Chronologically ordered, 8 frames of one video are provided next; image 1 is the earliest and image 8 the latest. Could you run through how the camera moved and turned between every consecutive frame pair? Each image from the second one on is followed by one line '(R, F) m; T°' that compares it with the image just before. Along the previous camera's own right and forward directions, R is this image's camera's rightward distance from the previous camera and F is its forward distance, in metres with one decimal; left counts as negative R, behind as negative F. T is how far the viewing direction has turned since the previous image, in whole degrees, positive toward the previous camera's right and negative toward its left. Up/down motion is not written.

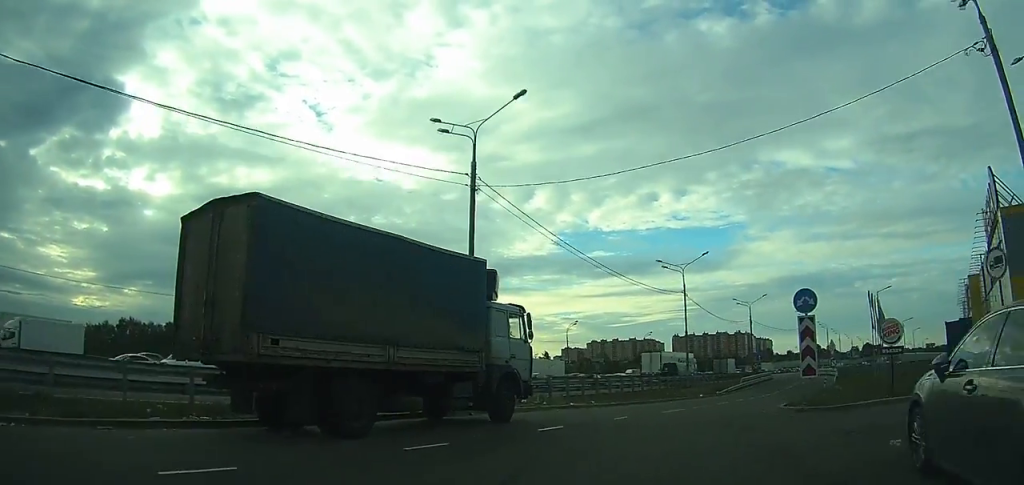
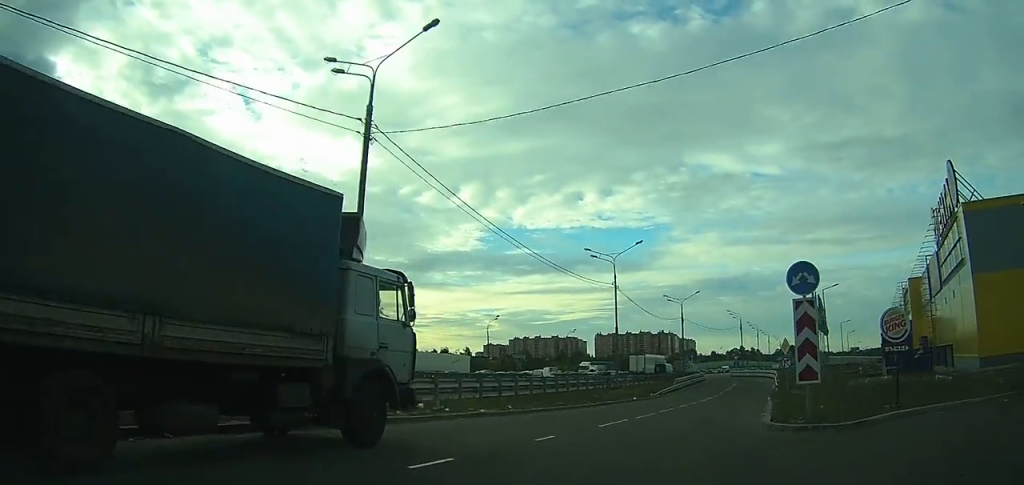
(+0.3, +6.2) m; +8°
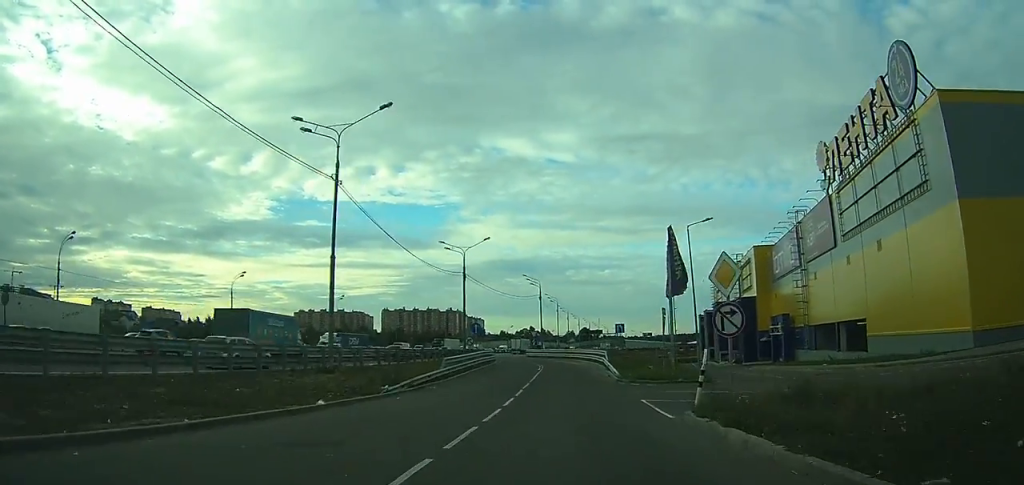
(+5.8, +23.5) m; +20°
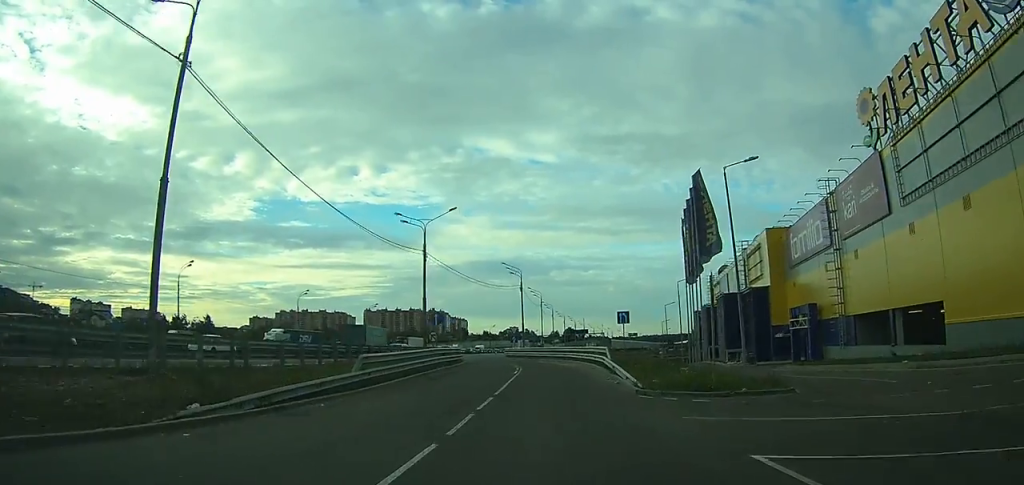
(+0.2, +10.8) m; +1°
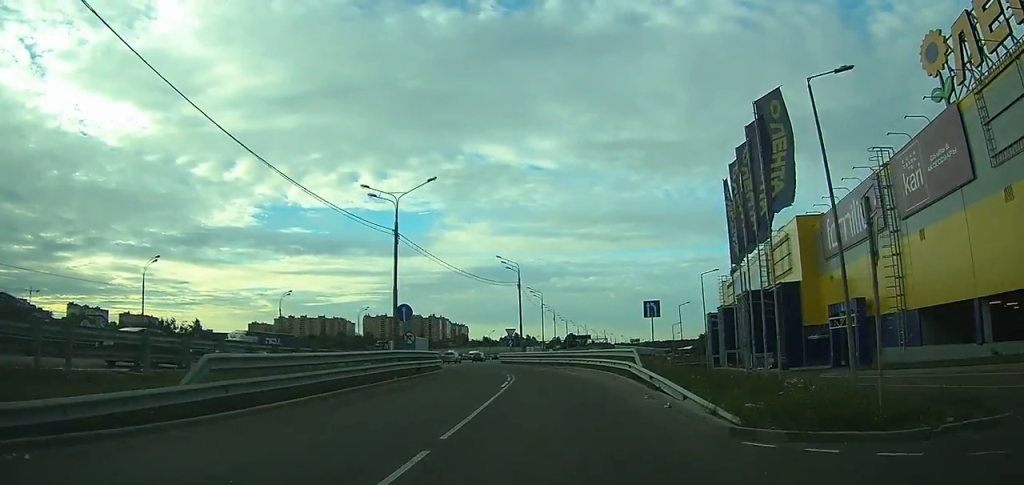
(0.0, +8.7) m; 0°
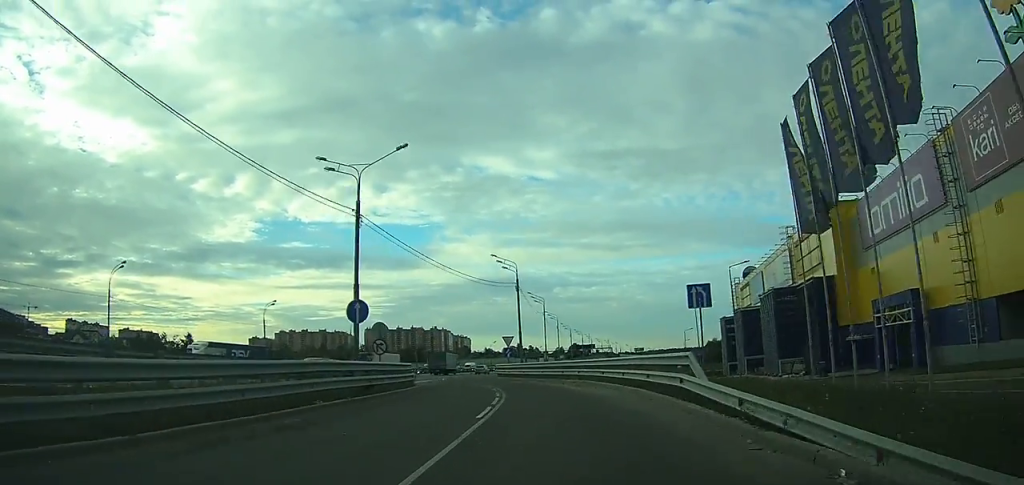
(0.0, +7.2) m; -1°
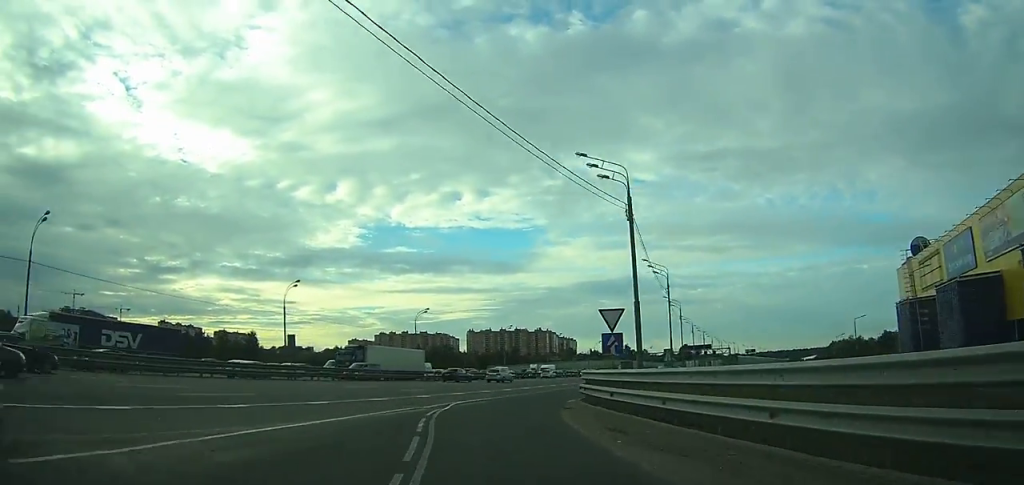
(-1.6, +27.2) m; -6°
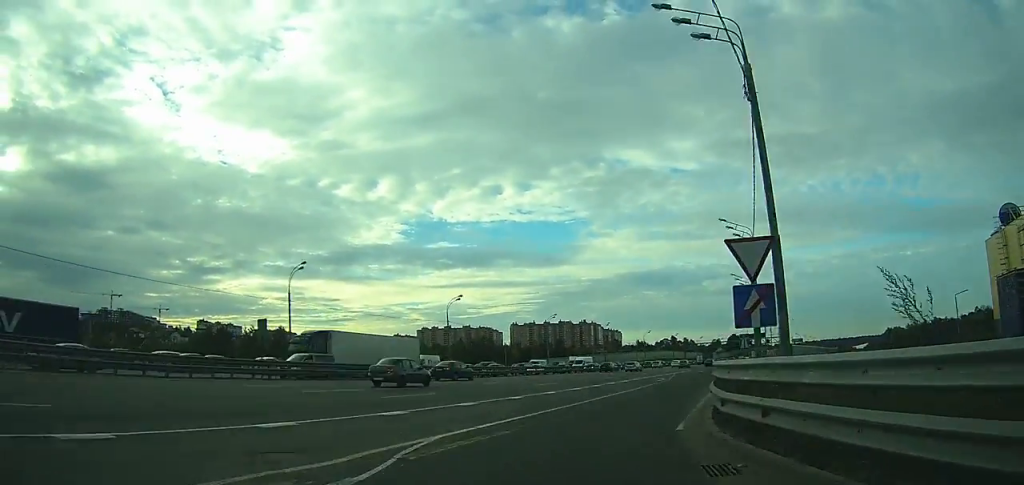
(-0.2, +12.0) m; 0°
